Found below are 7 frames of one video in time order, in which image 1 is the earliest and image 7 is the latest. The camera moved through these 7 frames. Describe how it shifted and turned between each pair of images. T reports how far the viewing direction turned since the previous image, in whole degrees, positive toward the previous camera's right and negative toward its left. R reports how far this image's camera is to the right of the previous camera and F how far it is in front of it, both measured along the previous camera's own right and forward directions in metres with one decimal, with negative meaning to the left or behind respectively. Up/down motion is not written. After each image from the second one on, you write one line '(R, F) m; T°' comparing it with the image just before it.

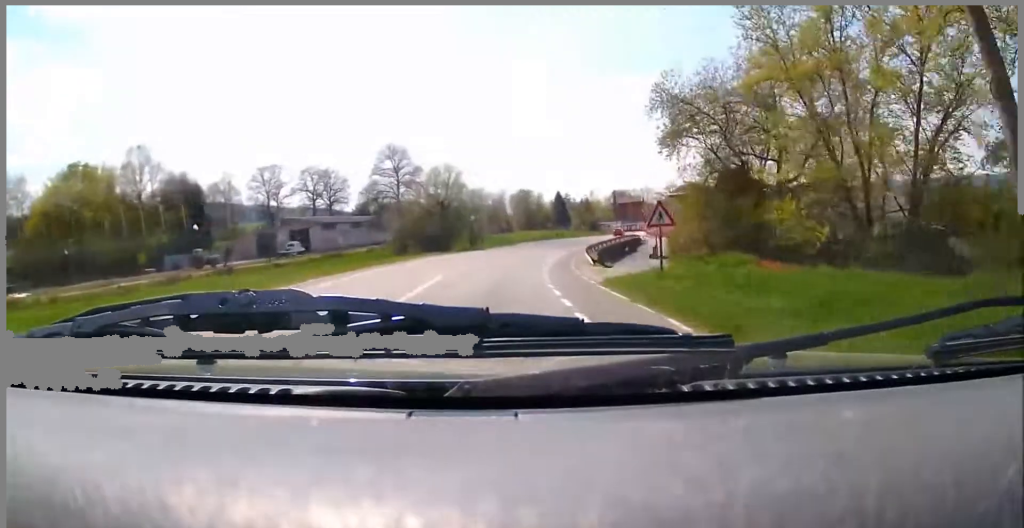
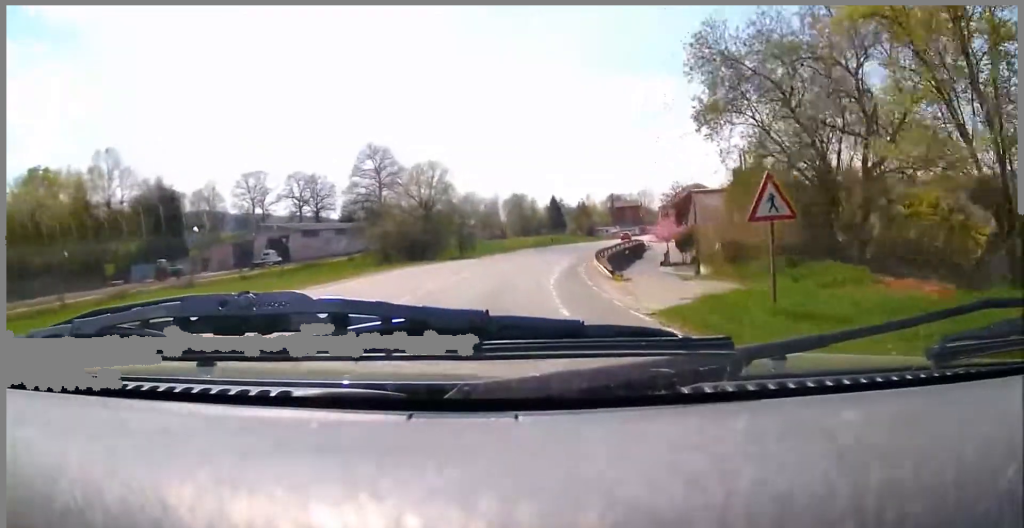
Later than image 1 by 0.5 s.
(-0.1, +7.1) m; +1°
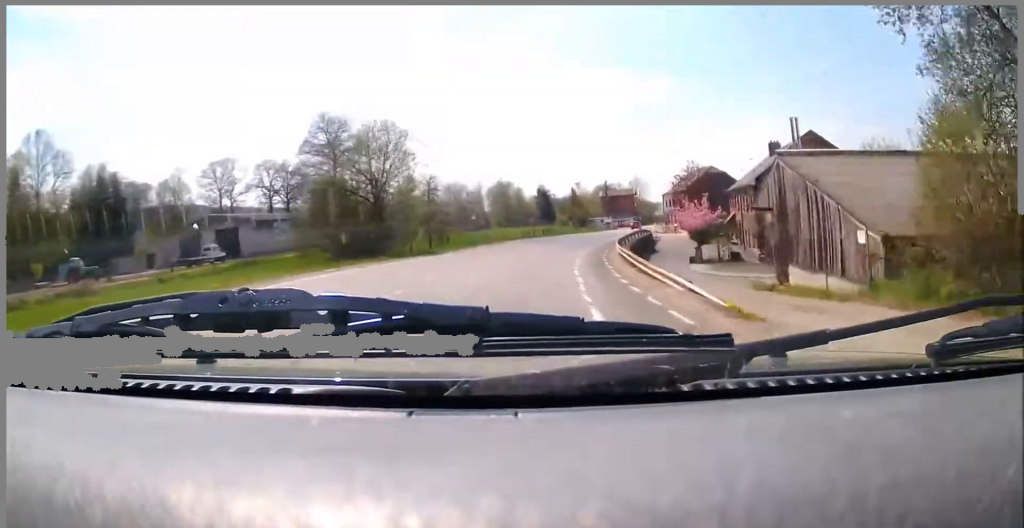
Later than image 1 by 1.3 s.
(+0.3, +13.3) m; +4°
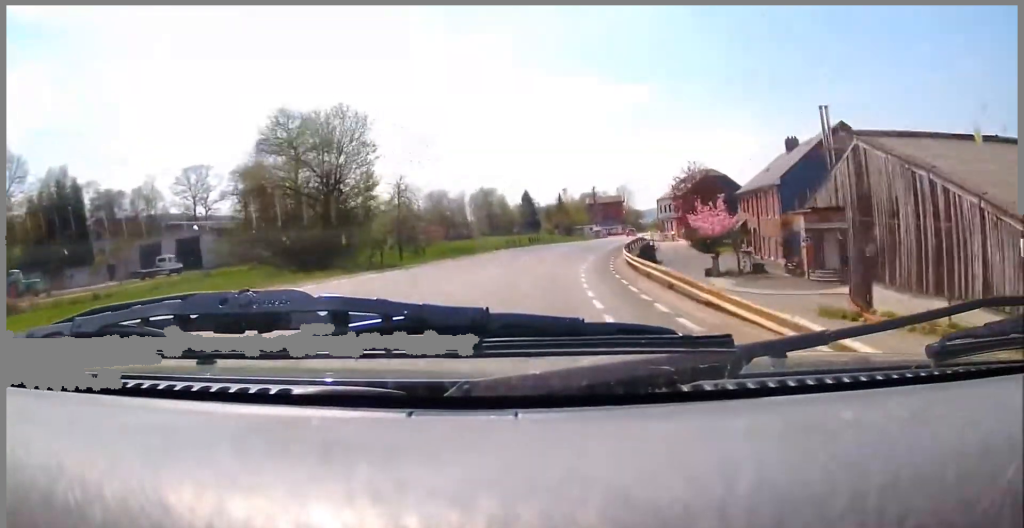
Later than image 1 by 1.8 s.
(+0.1, +6.8) m; +2°
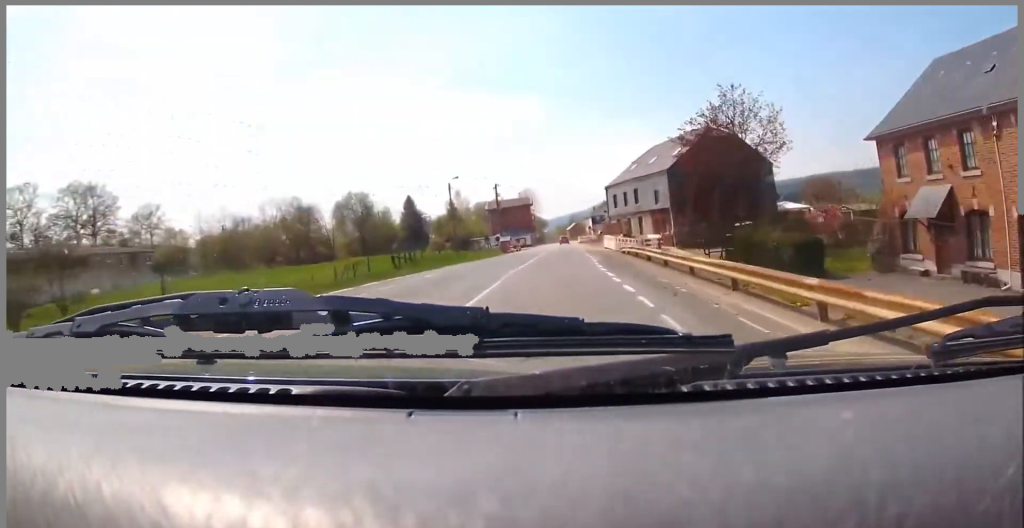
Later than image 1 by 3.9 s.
(+2.5, +35.3) m; +8°
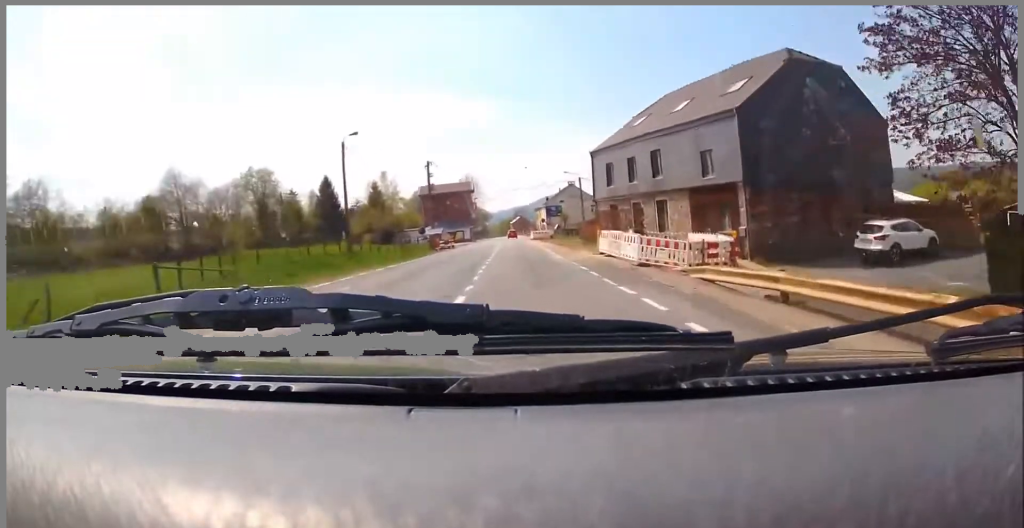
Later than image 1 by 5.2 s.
(+0.8, +22.1) m; +3°
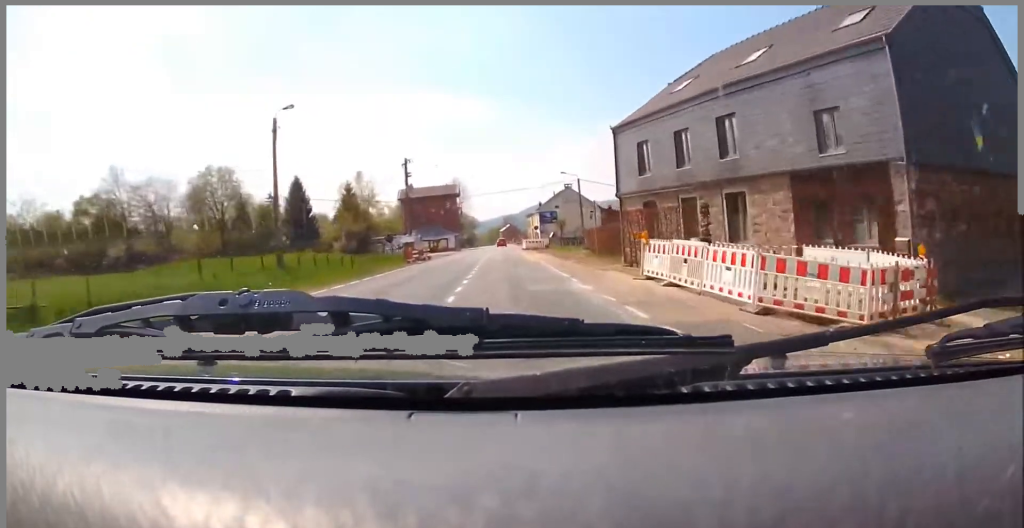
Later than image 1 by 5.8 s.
(+0.1, +10.8) m; 0°
